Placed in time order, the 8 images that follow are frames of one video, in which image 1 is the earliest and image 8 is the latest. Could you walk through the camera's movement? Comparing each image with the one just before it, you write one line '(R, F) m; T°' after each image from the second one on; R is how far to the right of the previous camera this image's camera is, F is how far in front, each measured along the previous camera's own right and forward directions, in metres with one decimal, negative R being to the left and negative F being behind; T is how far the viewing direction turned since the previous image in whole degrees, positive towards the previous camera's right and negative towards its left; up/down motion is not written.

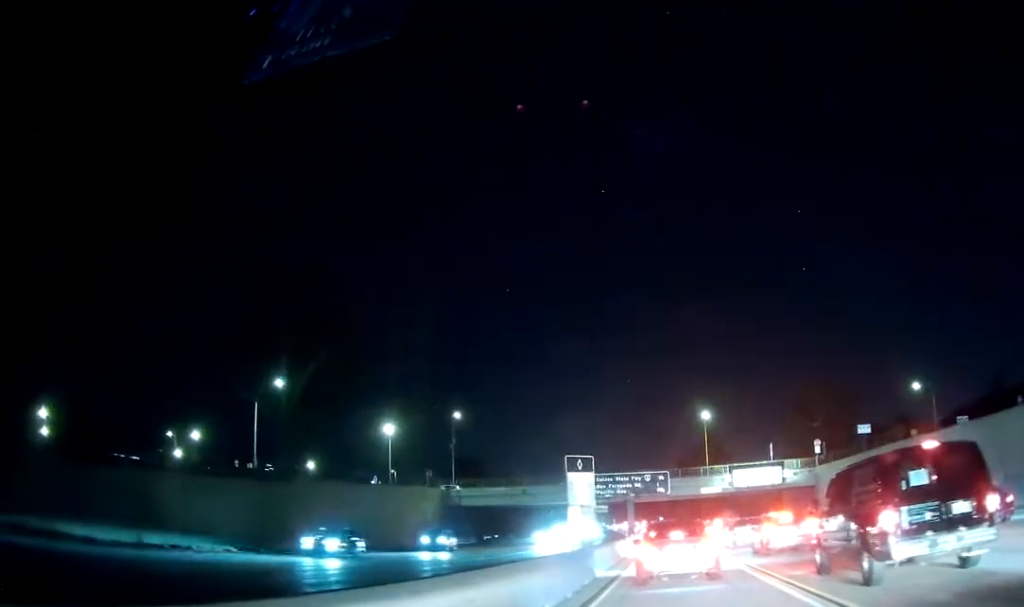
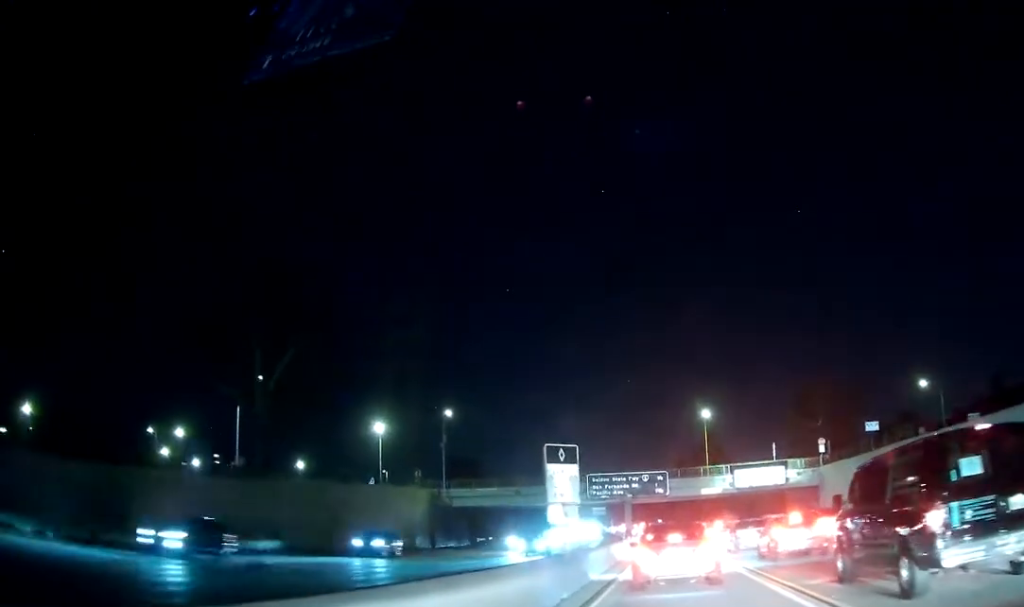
(+0.2, +3.1) m; +1°
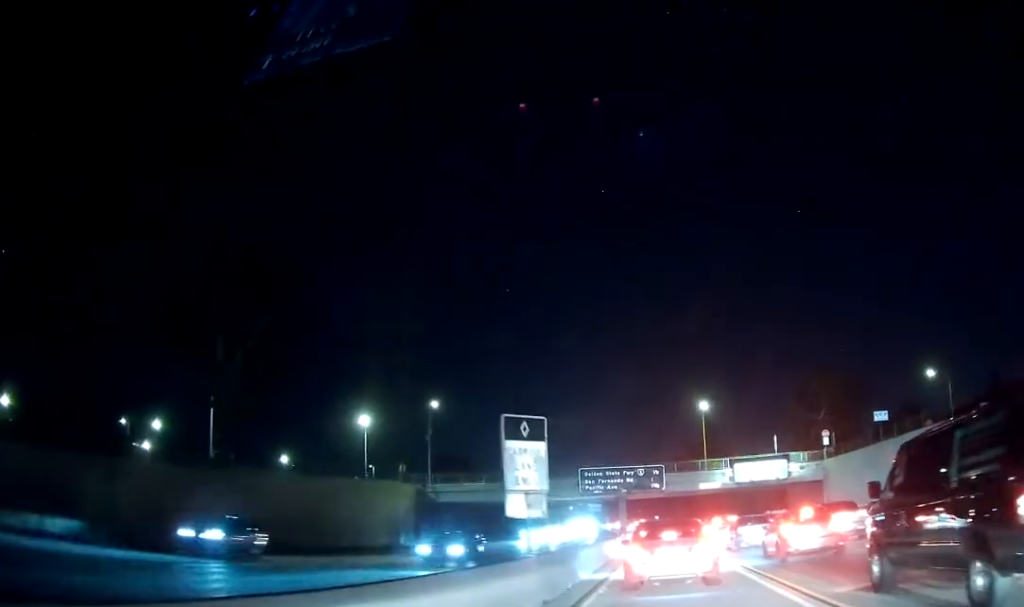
(0.0, +4.2) m; 0°
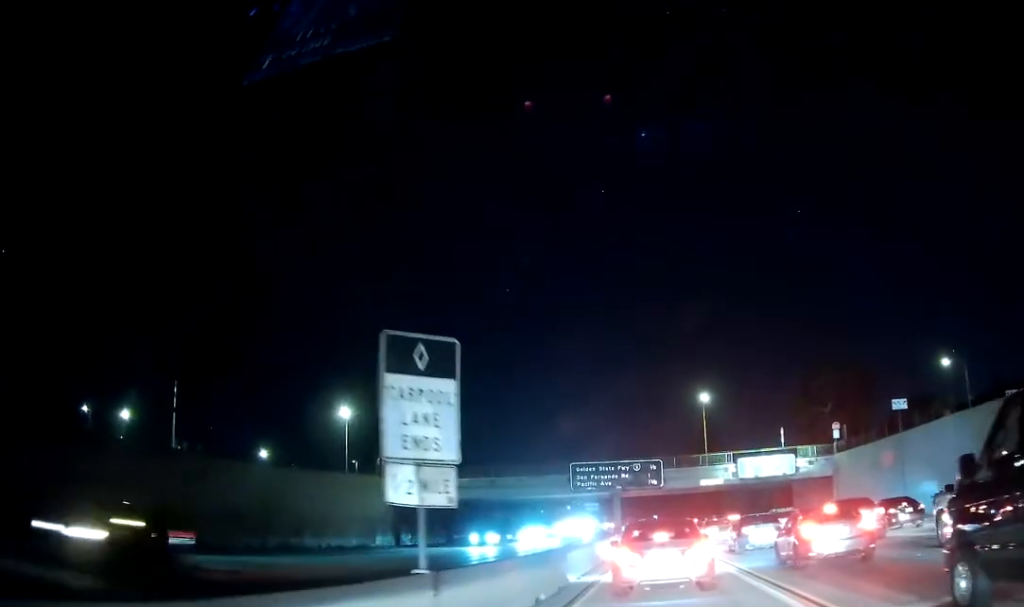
(-0.1, +6.6) m; -1°
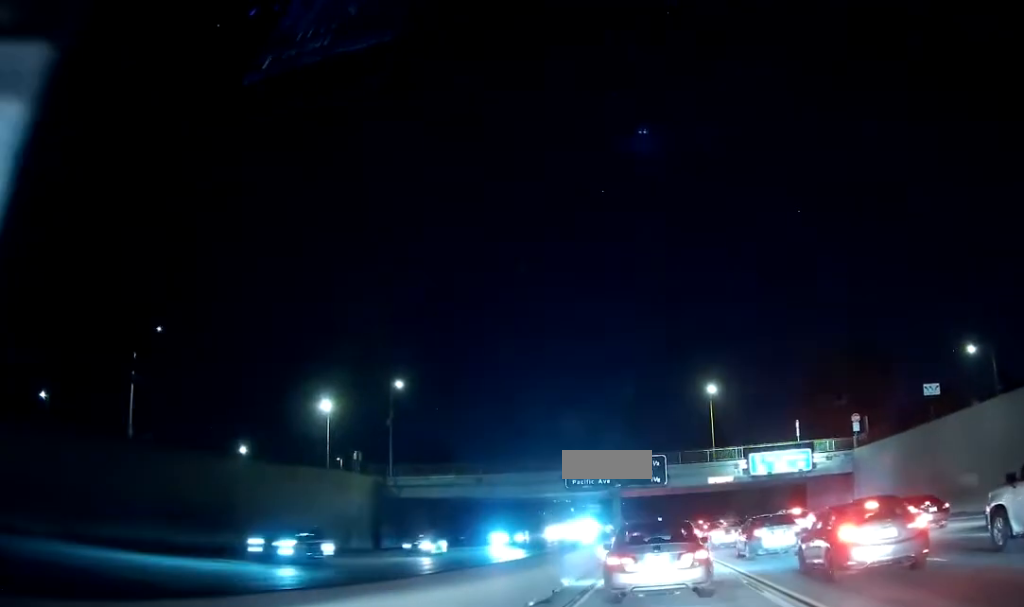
(0.0, +7.3) m; -1°
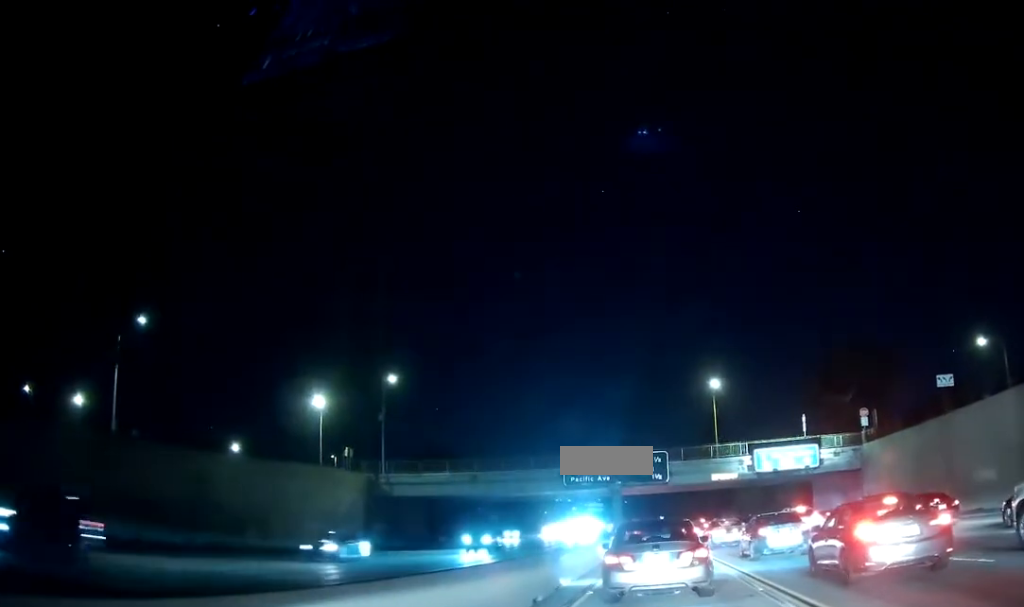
(0.0, +2.5) m; -1°
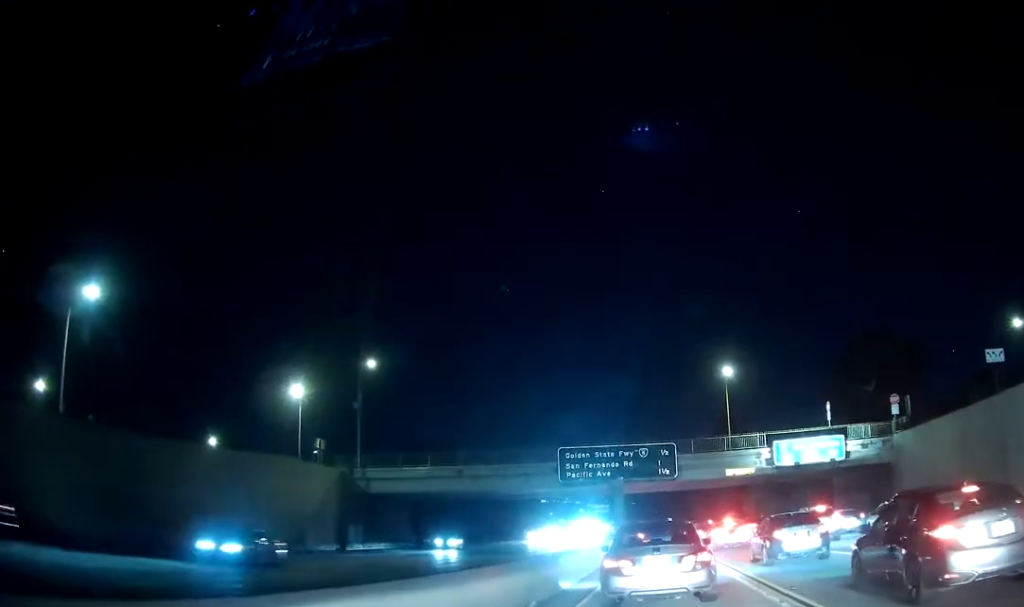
(-0.2, +6.9) m; -2°
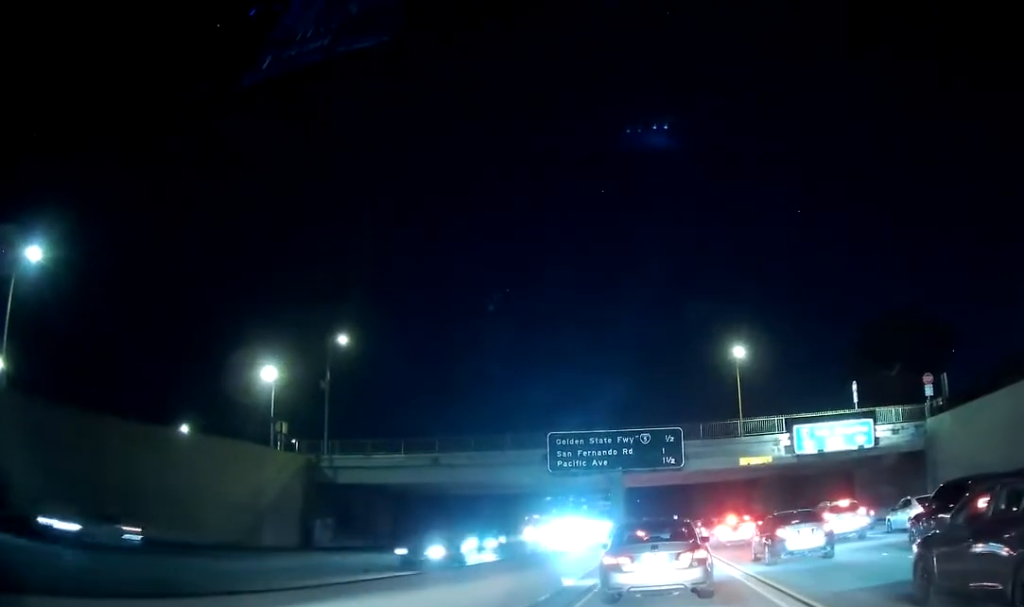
(0.0, +6.4) m; 0°
